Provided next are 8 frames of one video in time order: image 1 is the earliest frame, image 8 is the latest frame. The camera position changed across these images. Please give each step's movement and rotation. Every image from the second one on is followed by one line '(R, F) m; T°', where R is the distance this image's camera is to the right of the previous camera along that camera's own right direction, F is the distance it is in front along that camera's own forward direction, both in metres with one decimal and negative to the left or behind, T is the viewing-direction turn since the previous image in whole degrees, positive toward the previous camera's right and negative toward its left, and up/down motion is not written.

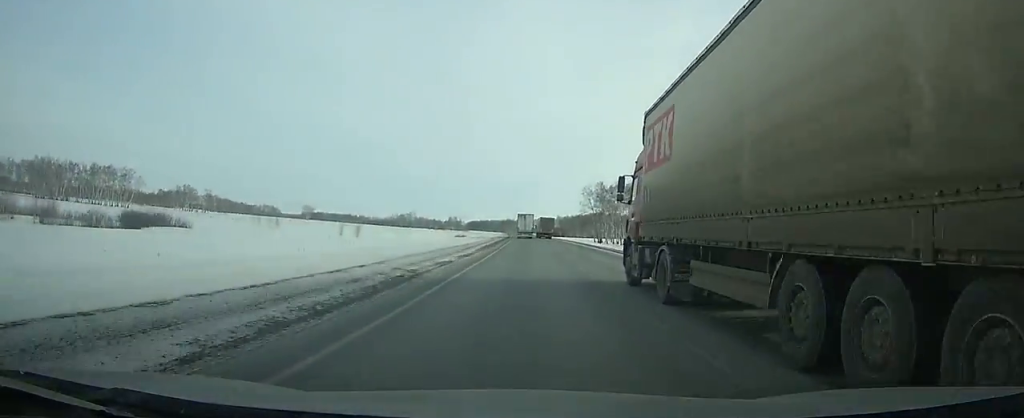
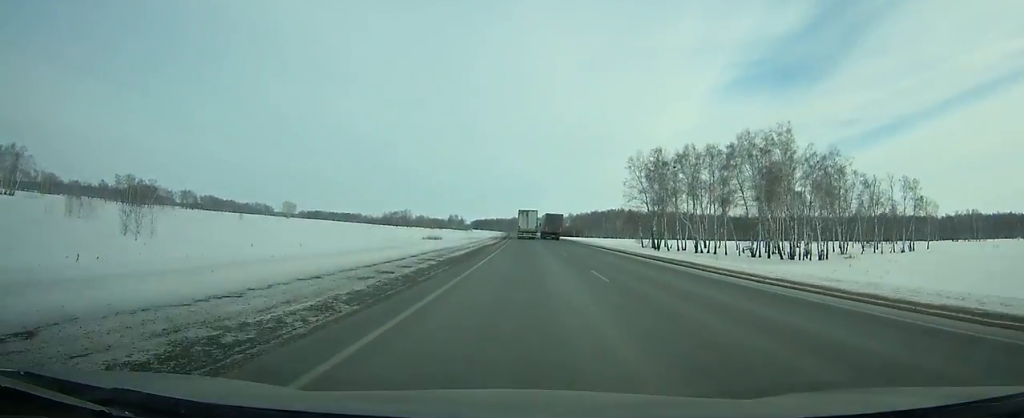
(-0.1, +68.3) m; 0°
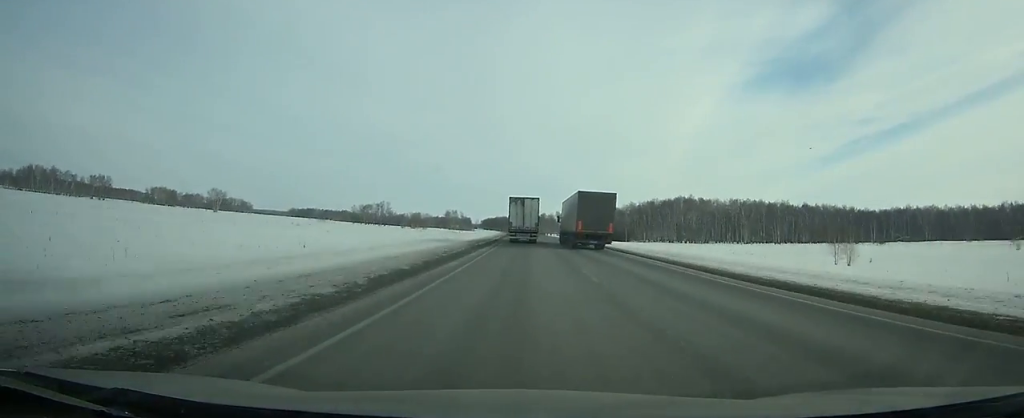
(-2.3, +159.6) m; -2°
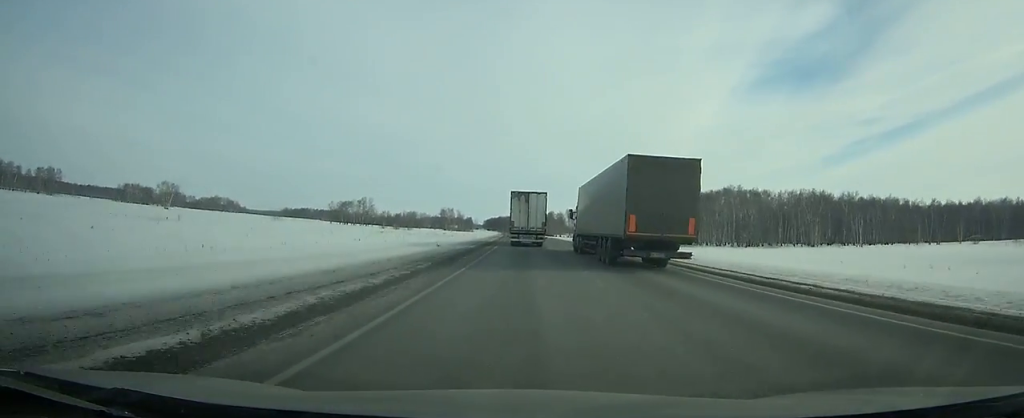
(-0.3, +66.1) m; -1°
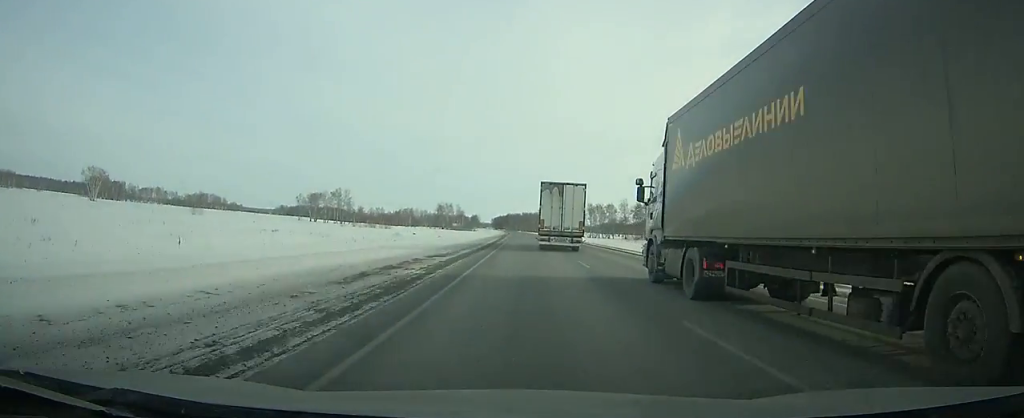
(-0.6, +76.7) m; -1°
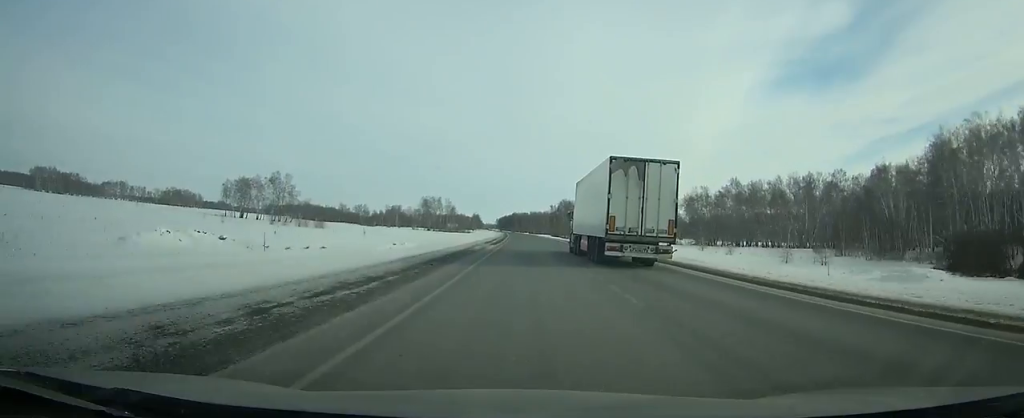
(-1.0, +91.2) m; -1°
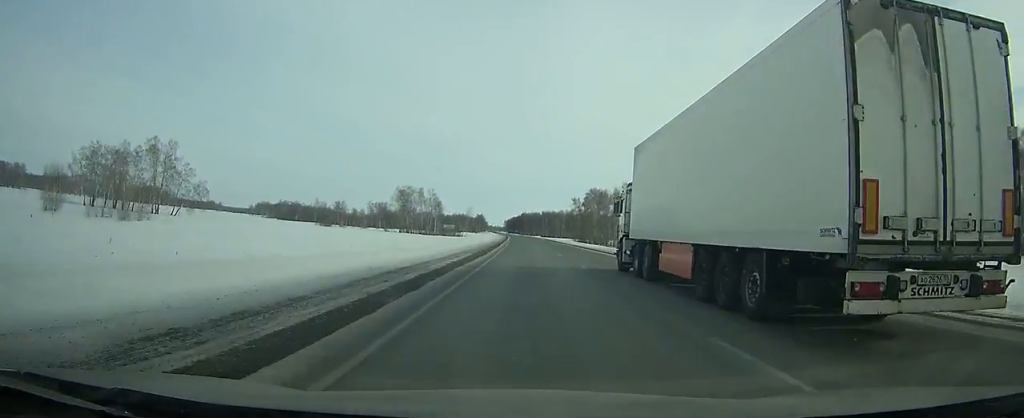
(-0.6, +85.5) m; -1°
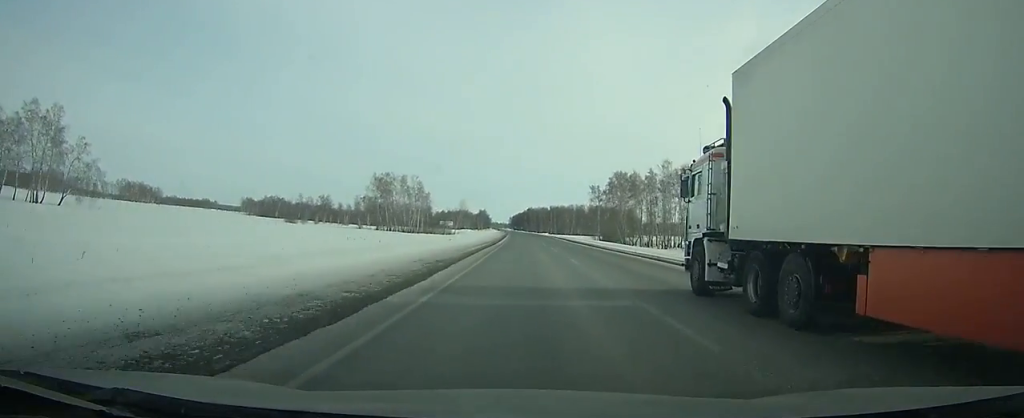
(0.0, +44.9) m; -1°
